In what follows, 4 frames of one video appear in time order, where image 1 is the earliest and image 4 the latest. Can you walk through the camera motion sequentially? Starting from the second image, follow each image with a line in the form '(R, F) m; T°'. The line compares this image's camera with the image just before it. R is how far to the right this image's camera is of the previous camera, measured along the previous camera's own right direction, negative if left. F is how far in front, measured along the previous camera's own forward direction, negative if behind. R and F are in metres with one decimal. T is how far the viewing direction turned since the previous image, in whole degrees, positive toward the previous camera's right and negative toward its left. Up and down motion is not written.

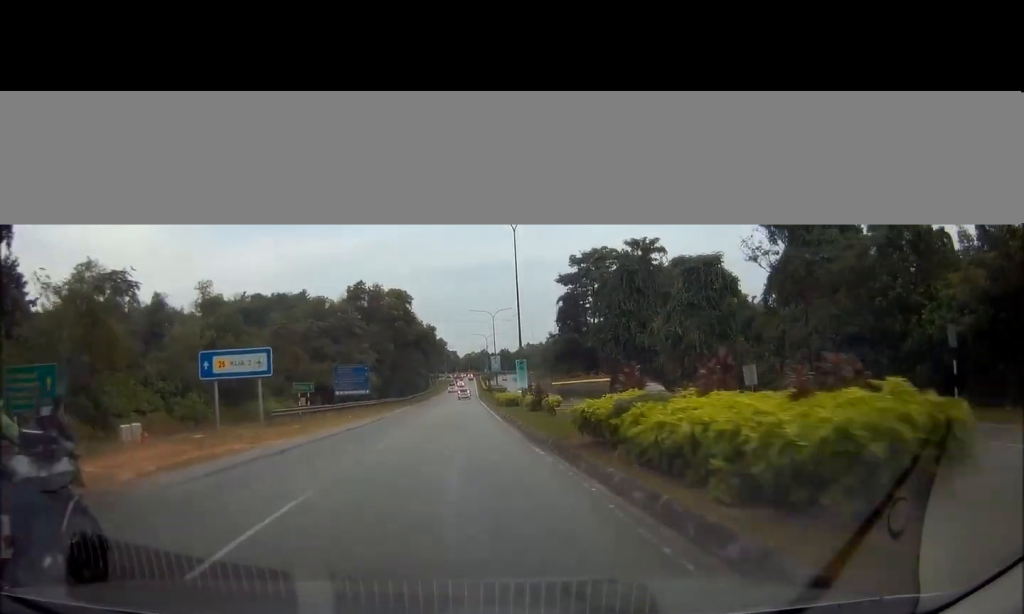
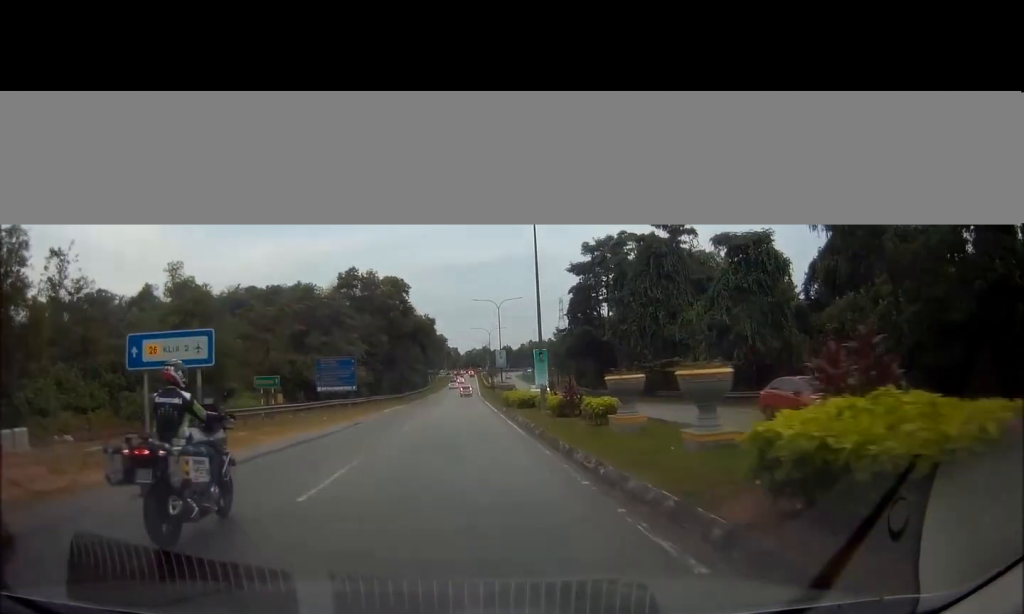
(0.0, +8.0) m; 0°
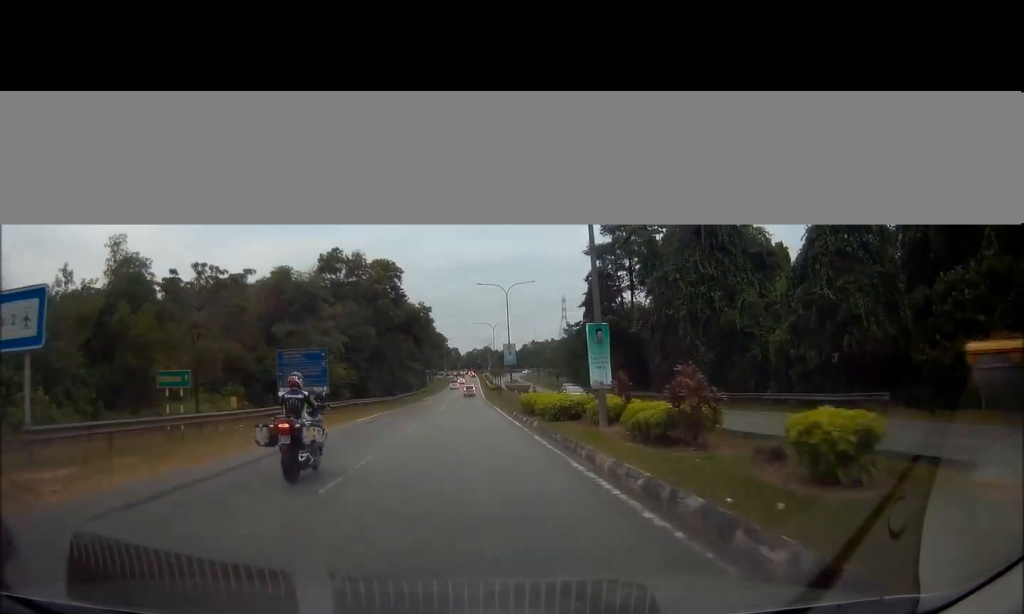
(0.0, +10.8) m; 0°
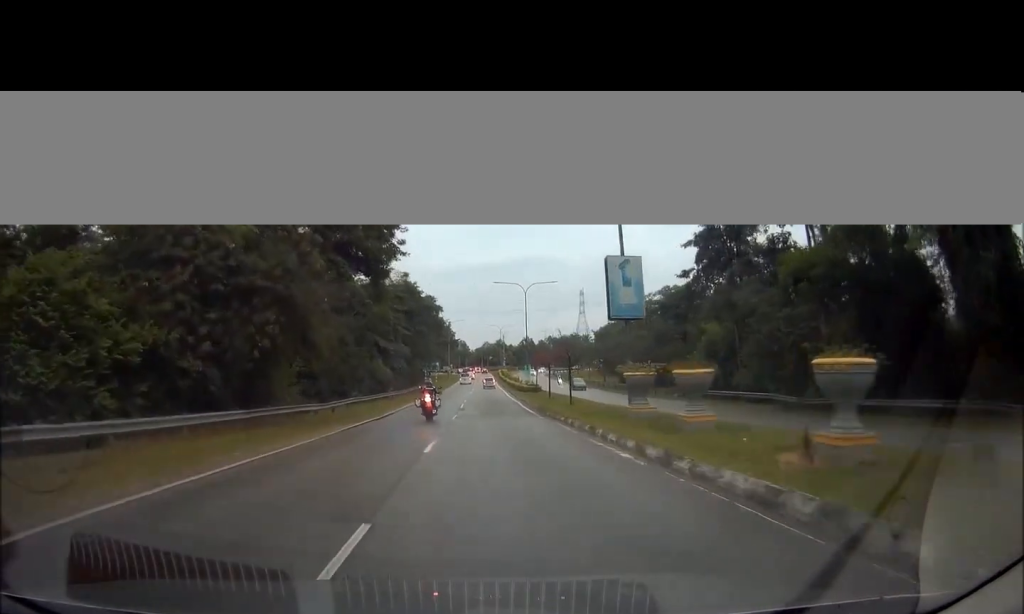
(-0.1, +40.5) m; -1°
